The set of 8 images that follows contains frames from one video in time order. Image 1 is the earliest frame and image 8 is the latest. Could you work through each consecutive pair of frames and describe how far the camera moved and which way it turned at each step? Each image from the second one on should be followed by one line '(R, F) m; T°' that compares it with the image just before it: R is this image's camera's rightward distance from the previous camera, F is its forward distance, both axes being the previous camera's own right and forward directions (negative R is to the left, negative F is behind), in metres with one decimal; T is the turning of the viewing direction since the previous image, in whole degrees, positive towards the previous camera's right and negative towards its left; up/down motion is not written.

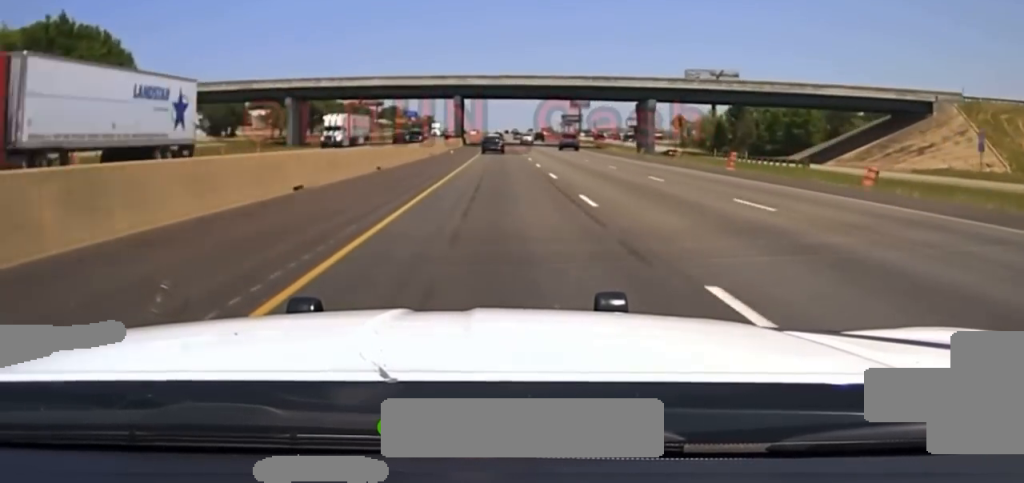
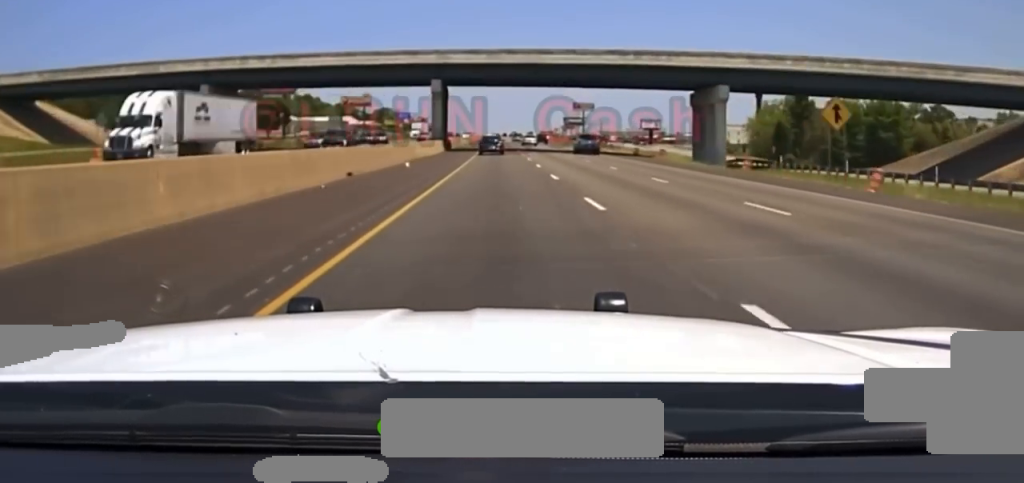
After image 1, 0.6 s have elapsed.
(0.0, +36.6) m; 0°
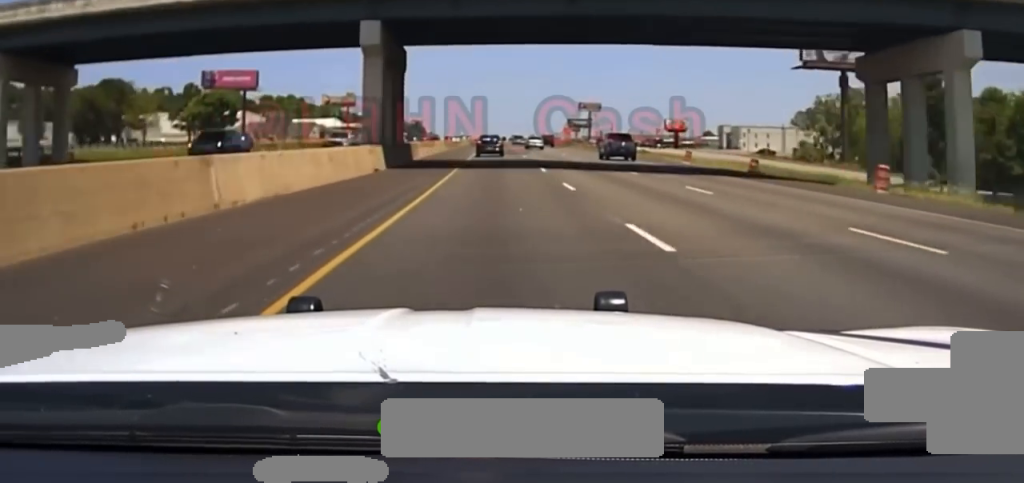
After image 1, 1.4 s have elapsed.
(-0.1, +43.2) m; 0°
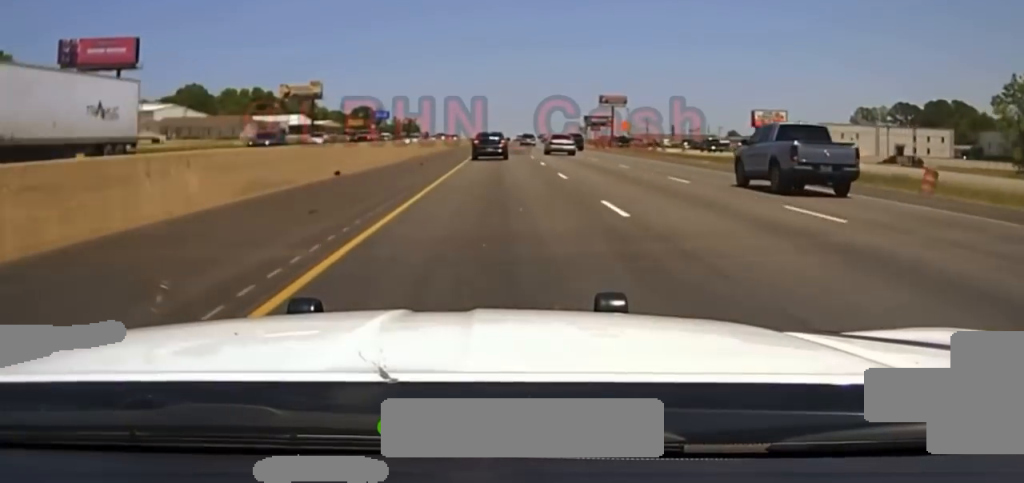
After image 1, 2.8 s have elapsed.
(0.0, +88.4) m; 0°
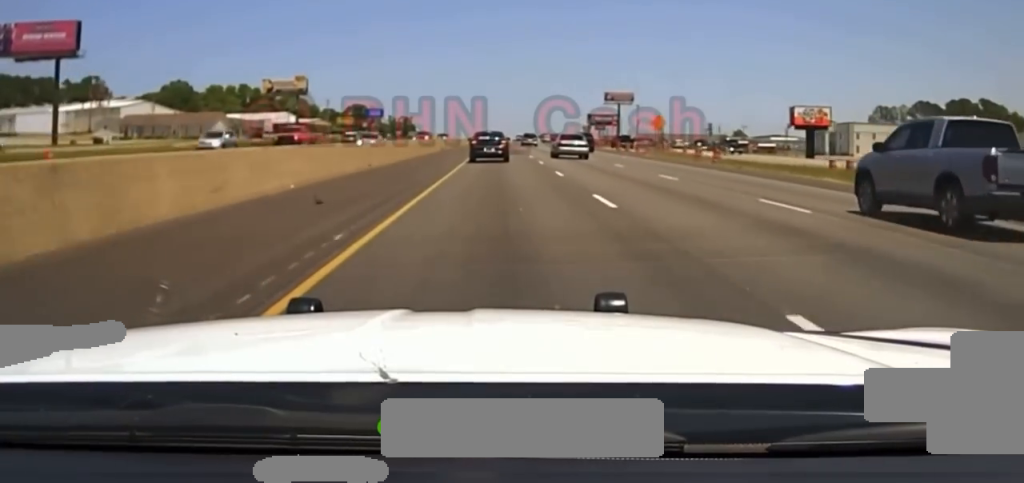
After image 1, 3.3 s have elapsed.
(0.0, +26.2) m; 0°
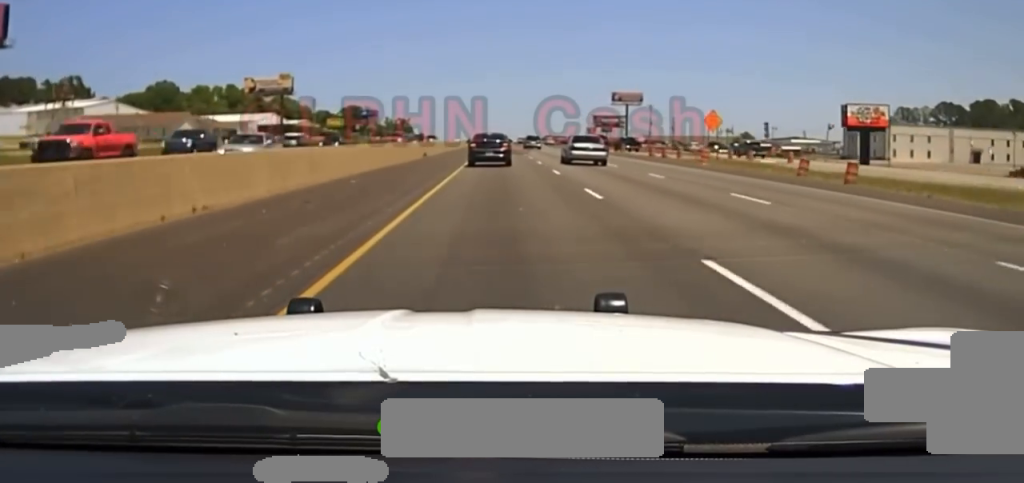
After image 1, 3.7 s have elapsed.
(0.0, +25.7) m; 0°
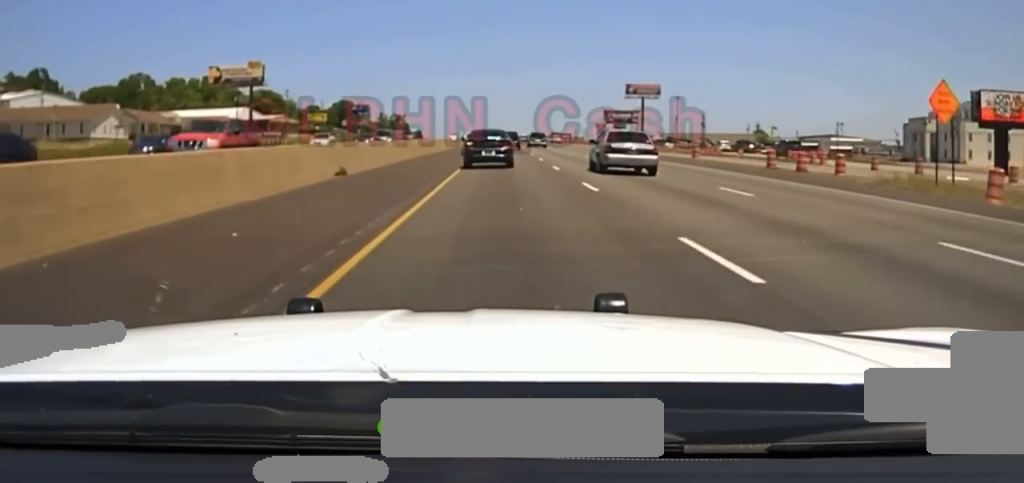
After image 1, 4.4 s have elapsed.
(0.0, +40.0) m; 0°
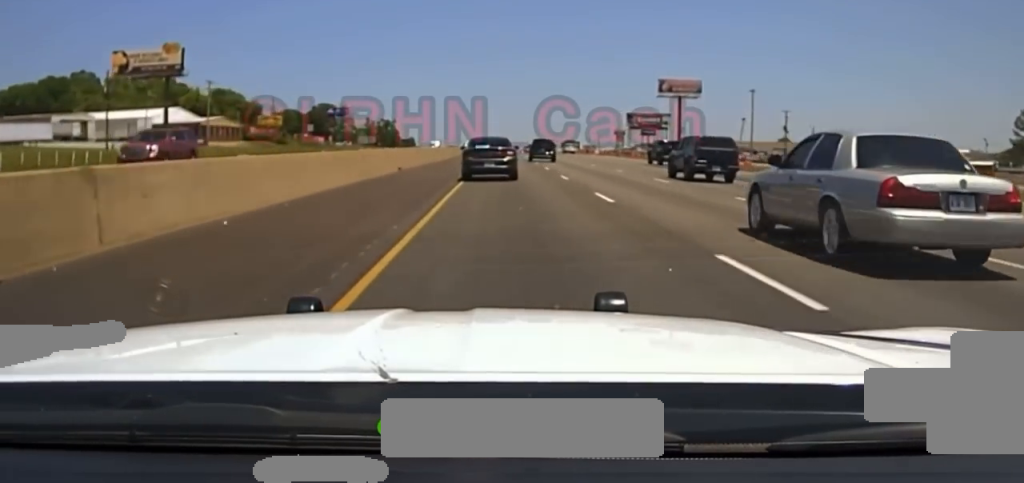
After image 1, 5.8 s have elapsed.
(-0.1, +59.9) m; 0°
